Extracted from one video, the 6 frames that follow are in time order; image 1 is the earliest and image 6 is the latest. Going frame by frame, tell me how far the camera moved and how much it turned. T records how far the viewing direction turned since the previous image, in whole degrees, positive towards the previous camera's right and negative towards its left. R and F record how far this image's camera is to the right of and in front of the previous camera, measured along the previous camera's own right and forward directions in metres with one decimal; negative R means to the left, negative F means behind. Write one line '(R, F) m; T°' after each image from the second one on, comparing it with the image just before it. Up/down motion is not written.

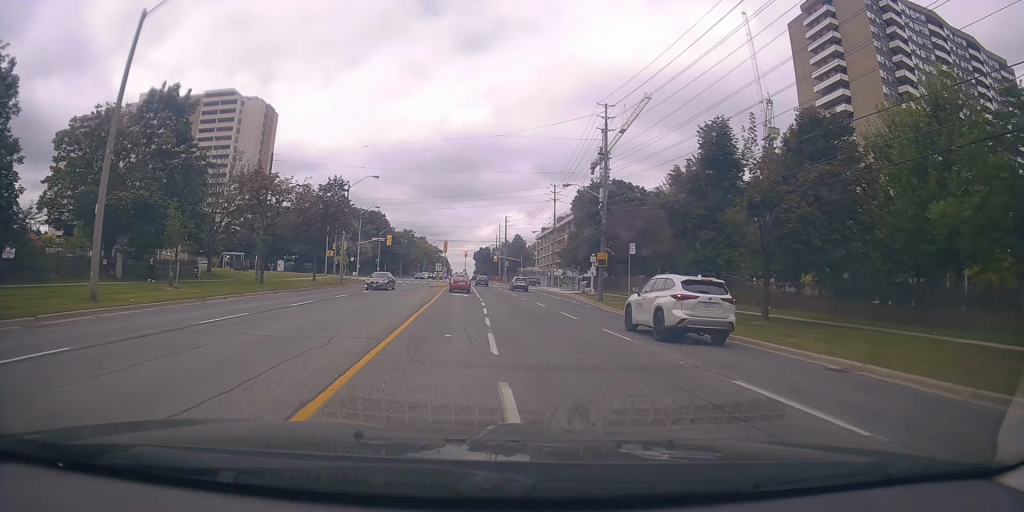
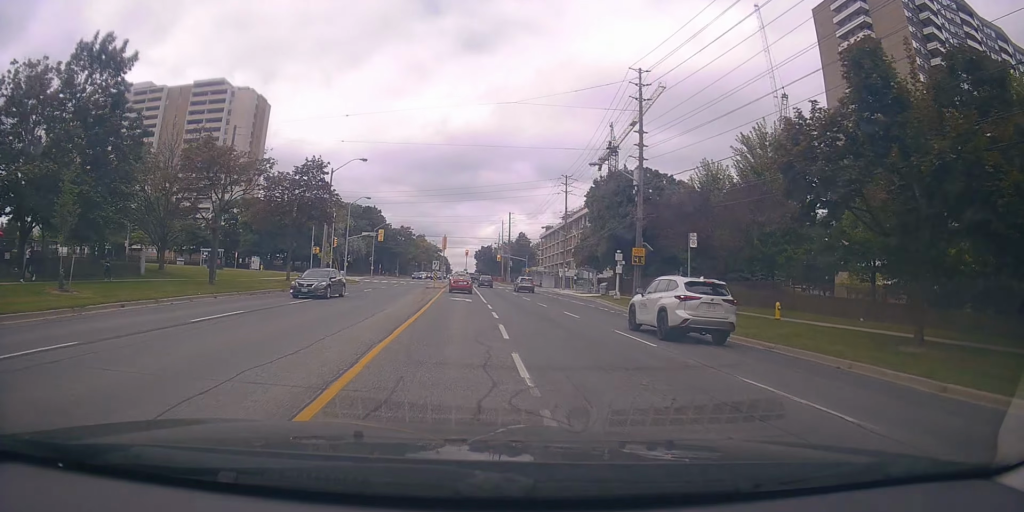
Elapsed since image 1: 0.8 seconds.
(-0.1, +8.8) m; -2°
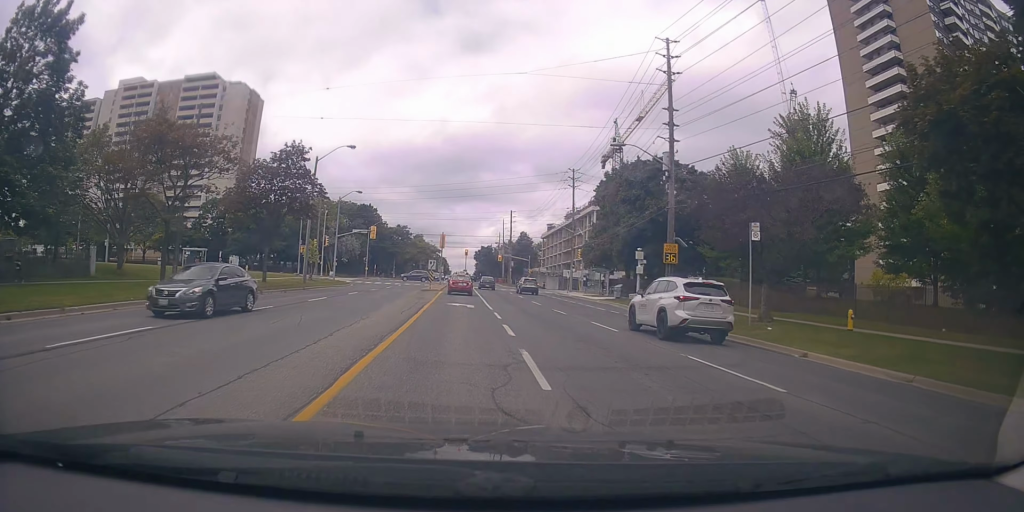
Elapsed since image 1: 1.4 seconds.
(-0.1, +5.8) m; -1°
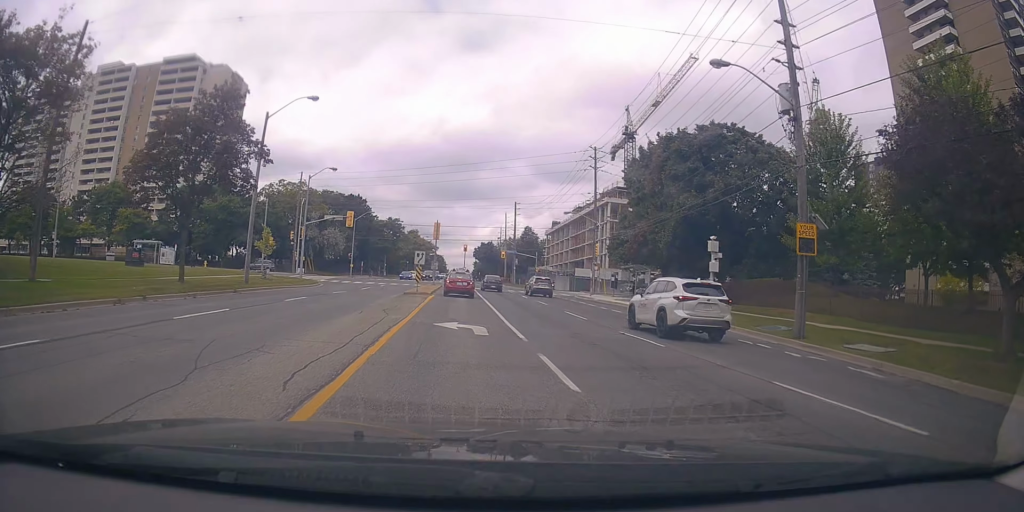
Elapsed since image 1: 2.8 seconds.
(+0.1, +12.6) m; +2°
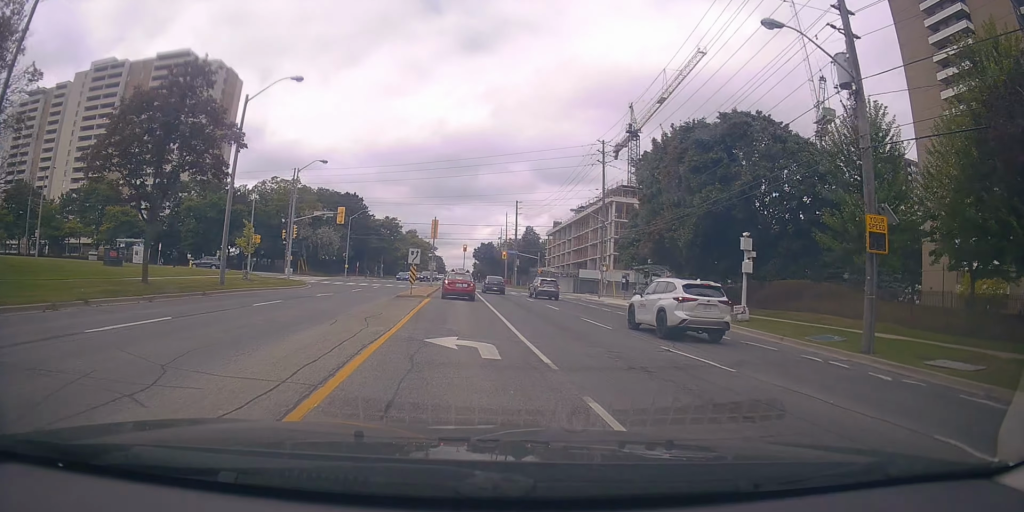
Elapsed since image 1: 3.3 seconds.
(+0.1, +3.8) m; +1°
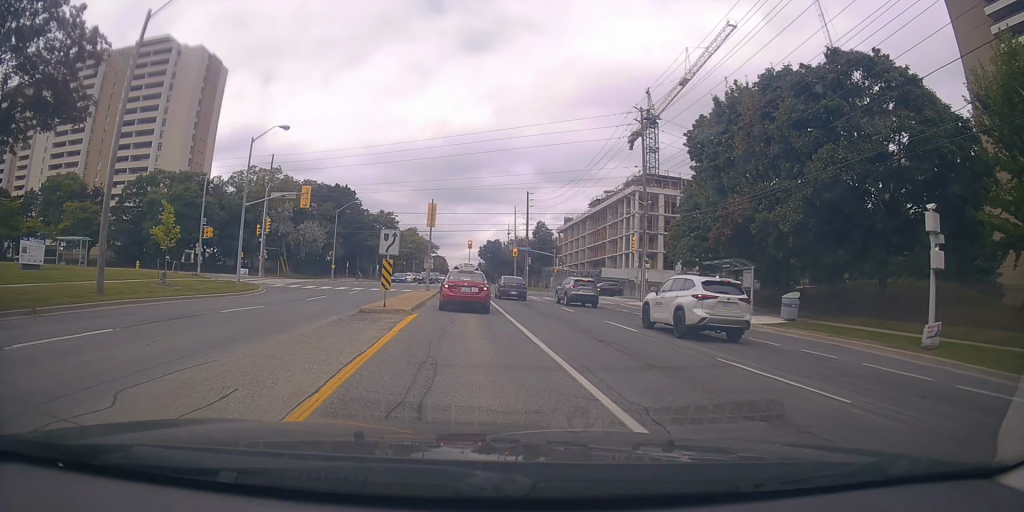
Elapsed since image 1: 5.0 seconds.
(0.0, +11.8) m; -1°
